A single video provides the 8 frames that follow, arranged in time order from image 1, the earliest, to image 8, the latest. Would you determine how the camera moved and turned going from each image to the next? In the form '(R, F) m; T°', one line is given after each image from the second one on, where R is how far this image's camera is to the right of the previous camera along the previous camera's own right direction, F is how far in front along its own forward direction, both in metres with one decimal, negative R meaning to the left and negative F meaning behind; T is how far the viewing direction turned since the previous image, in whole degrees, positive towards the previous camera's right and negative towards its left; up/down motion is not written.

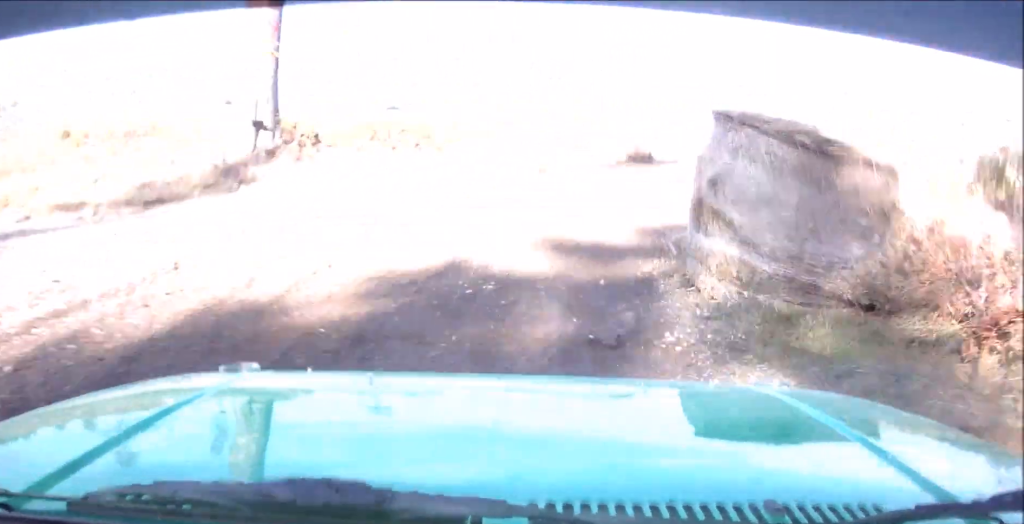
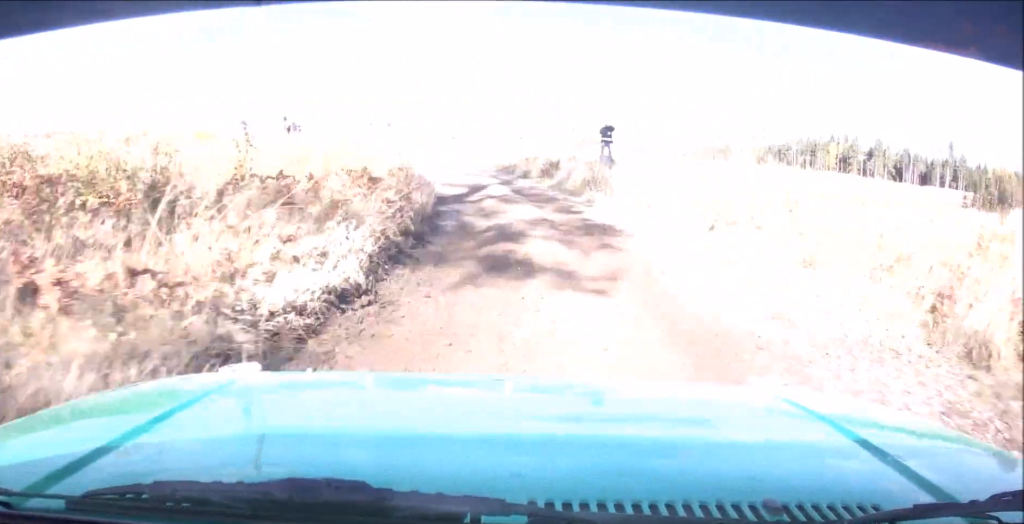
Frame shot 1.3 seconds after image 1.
(+4.0, +17.7) m; +12°
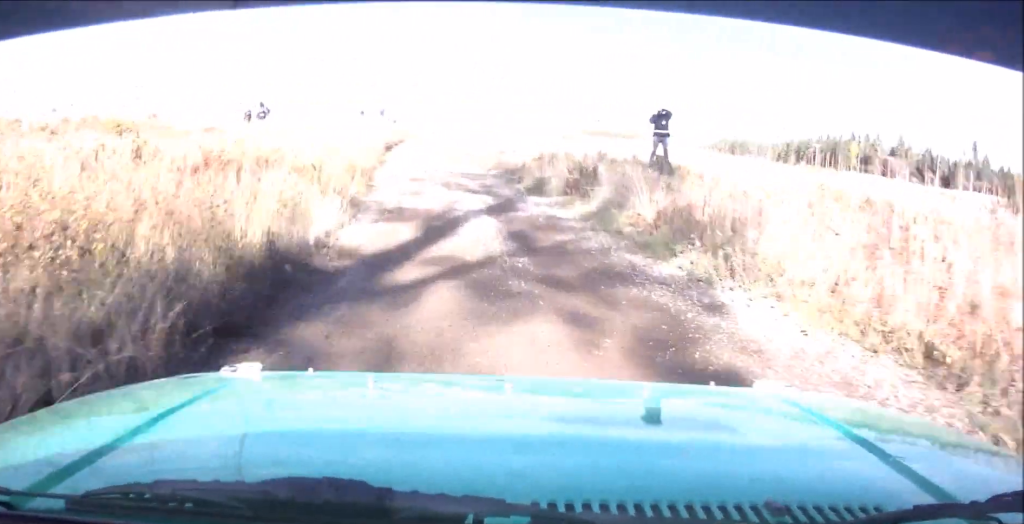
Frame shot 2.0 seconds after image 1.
(+0.1, +11.1) m; -1°
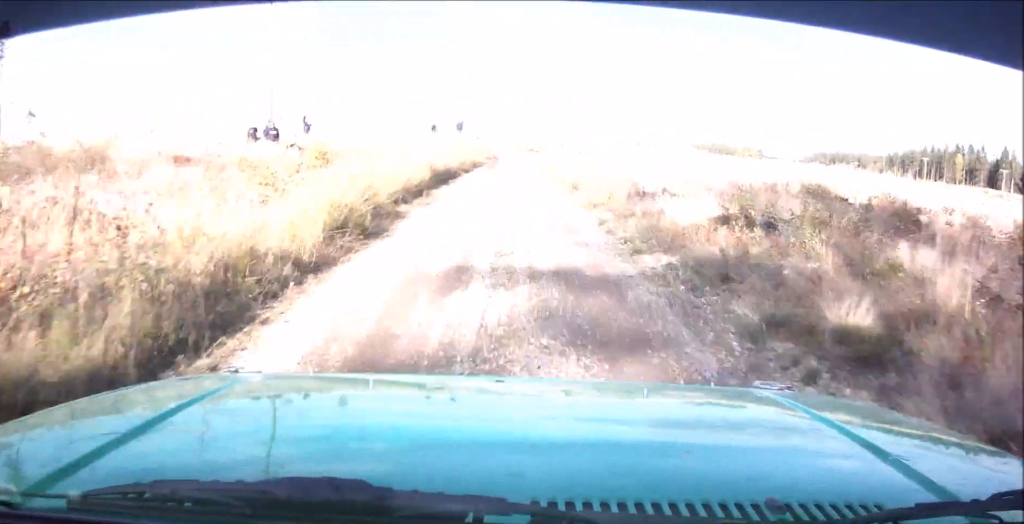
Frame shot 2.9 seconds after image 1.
(-0.5, +16.0) m; -3°
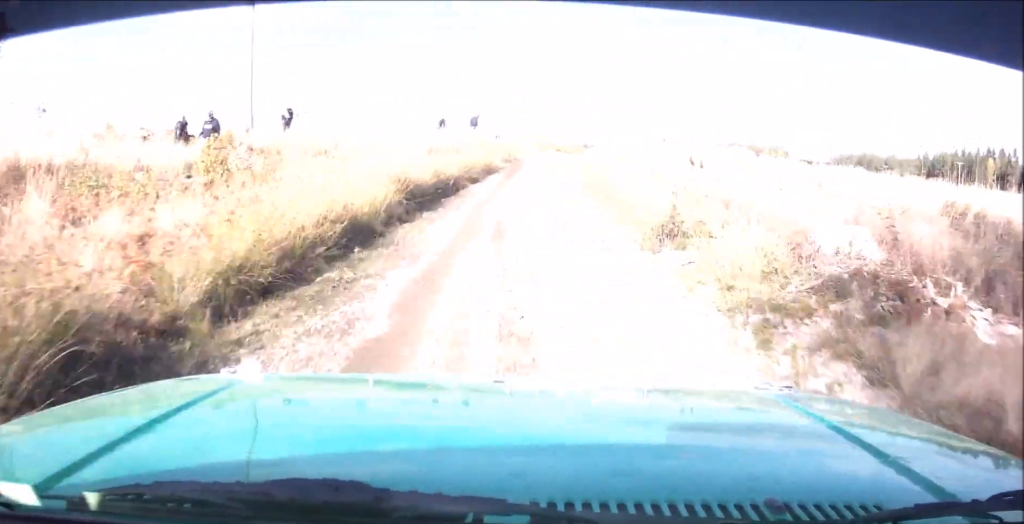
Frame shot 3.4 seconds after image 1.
(-0.2, +10.1) m; 0°
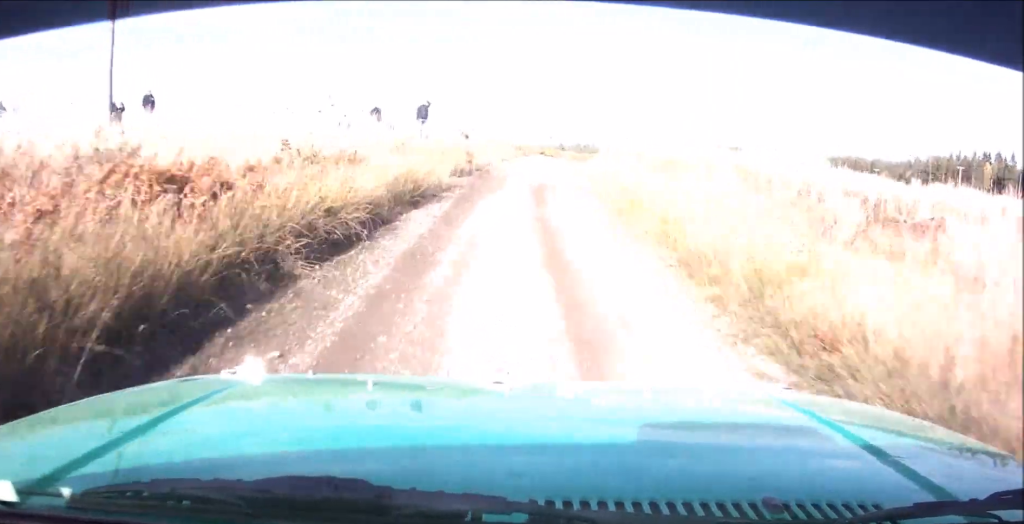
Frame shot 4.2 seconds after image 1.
(0.0, +16.5) m; +2°
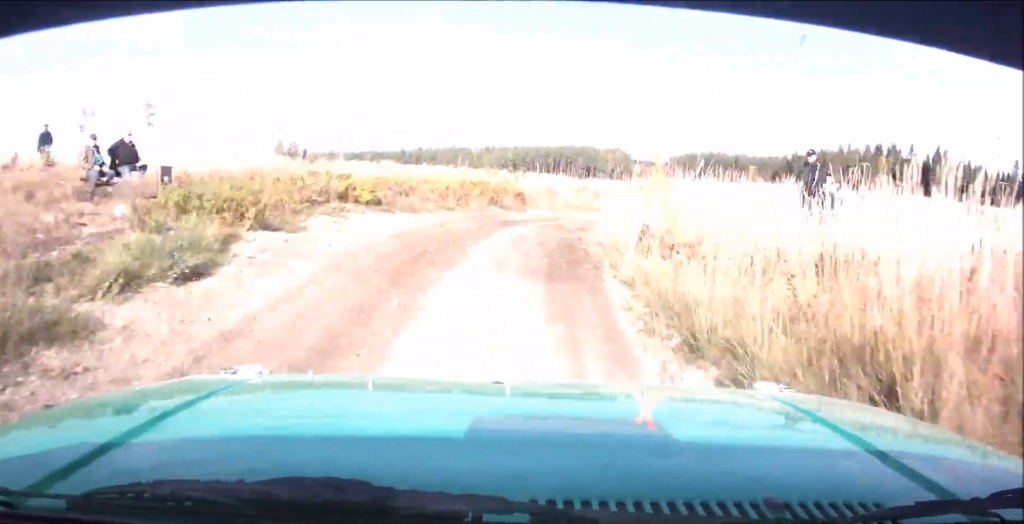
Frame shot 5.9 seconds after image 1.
(+2.6, +34.7) m; +12°
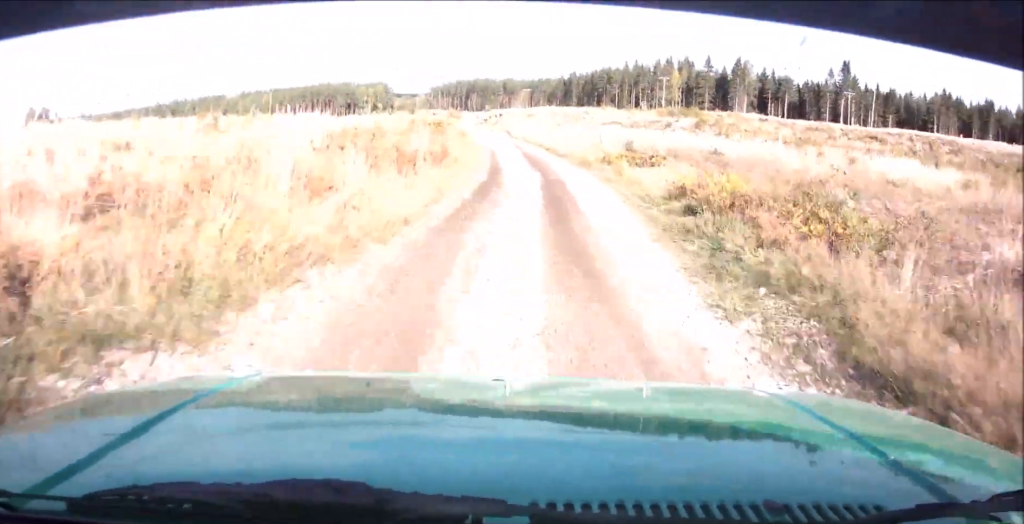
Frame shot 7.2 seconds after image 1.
(+3.3, +28.1) m; +10°
